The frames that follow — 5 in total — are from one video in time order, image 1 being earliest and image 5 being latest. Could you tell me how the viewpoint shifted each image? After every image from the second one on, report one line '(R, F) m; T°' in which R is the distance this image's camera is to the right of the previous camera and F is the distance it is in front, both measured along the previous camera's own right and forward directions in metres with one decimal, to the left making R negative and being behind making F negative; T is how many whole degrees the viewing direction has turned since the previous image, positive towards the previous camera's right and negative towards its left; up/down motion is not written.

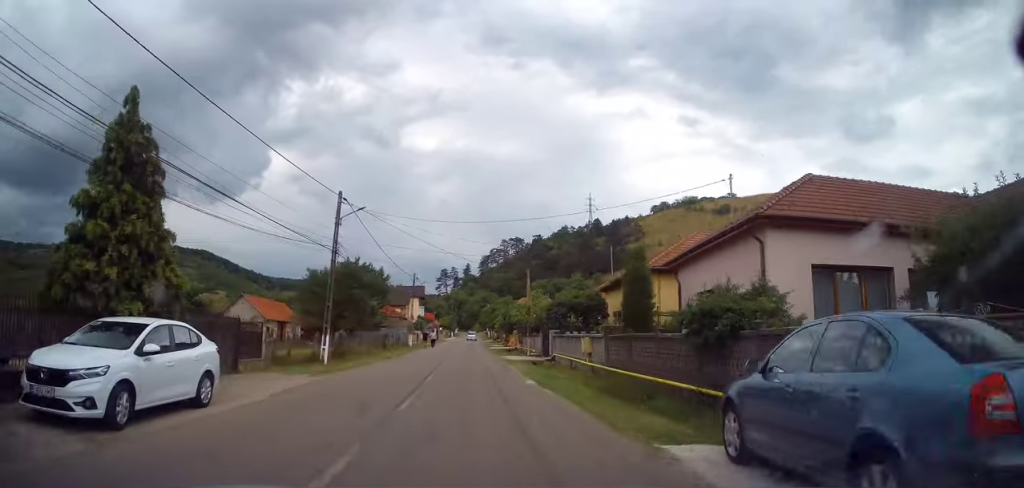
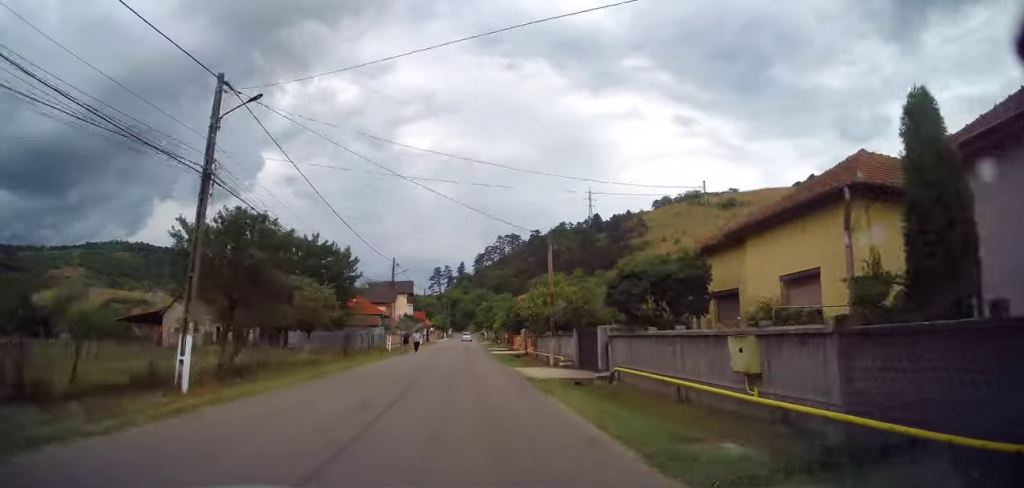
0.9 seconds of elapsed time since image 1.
(+0.2, +12.9) m; +1°
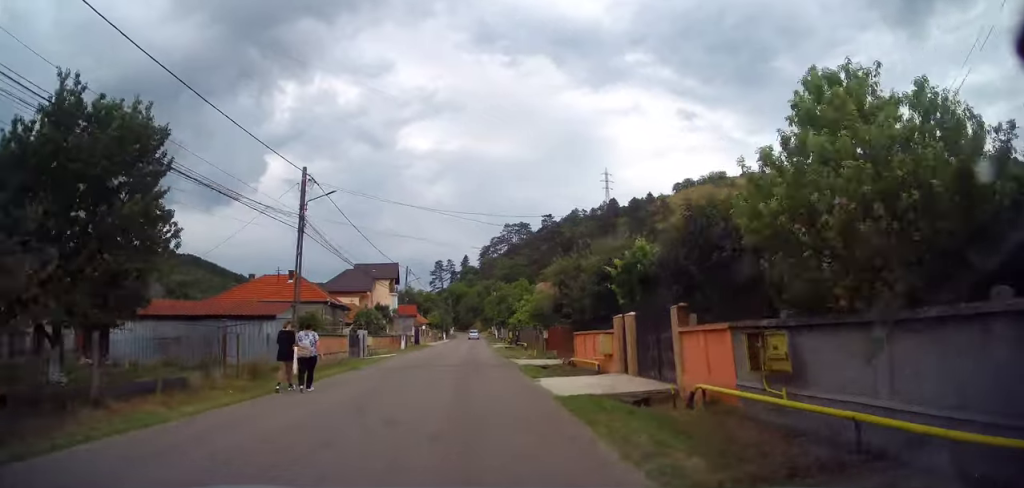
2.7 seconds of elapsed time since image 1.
(-0.2, +26.8) m; -2°
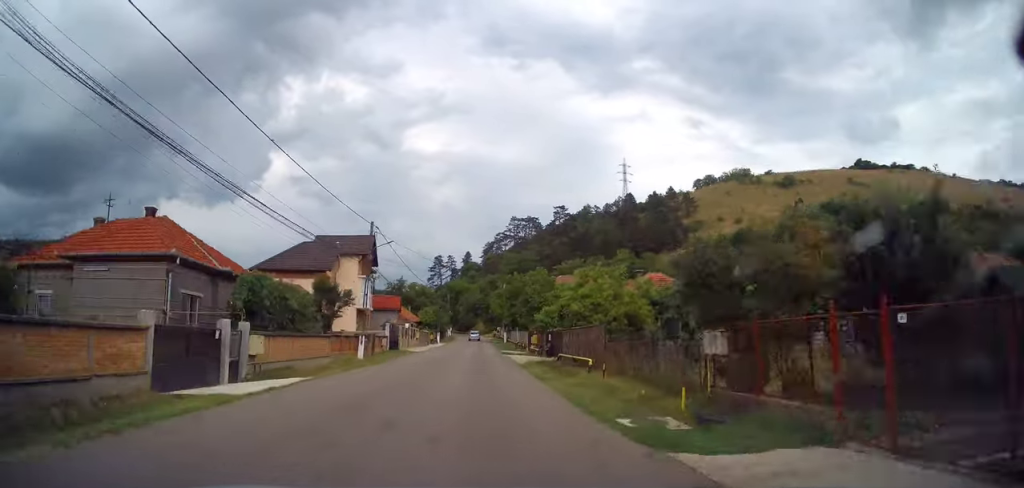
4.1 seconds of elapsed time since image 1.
(-0.1, +21.1) m; +1°
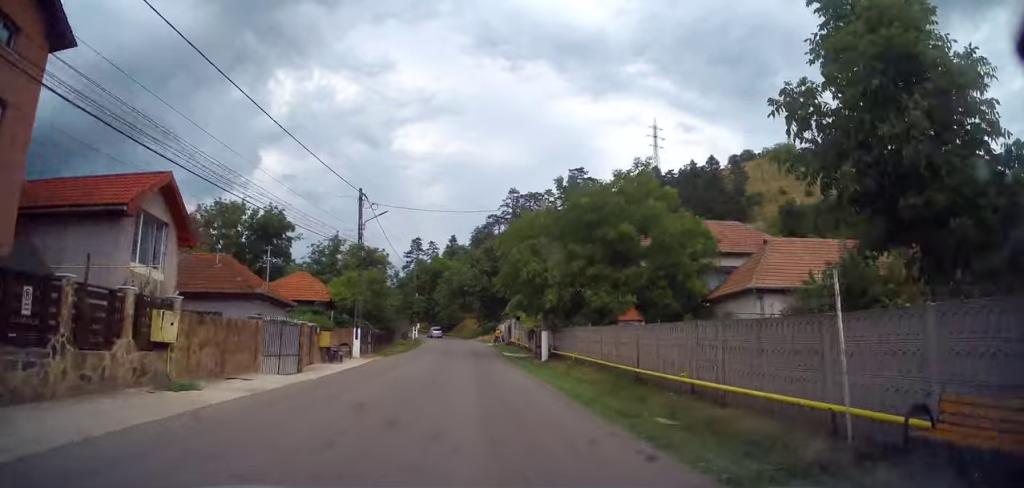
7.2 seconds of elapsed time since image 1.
(+0.3, +47.6) m; +2°
